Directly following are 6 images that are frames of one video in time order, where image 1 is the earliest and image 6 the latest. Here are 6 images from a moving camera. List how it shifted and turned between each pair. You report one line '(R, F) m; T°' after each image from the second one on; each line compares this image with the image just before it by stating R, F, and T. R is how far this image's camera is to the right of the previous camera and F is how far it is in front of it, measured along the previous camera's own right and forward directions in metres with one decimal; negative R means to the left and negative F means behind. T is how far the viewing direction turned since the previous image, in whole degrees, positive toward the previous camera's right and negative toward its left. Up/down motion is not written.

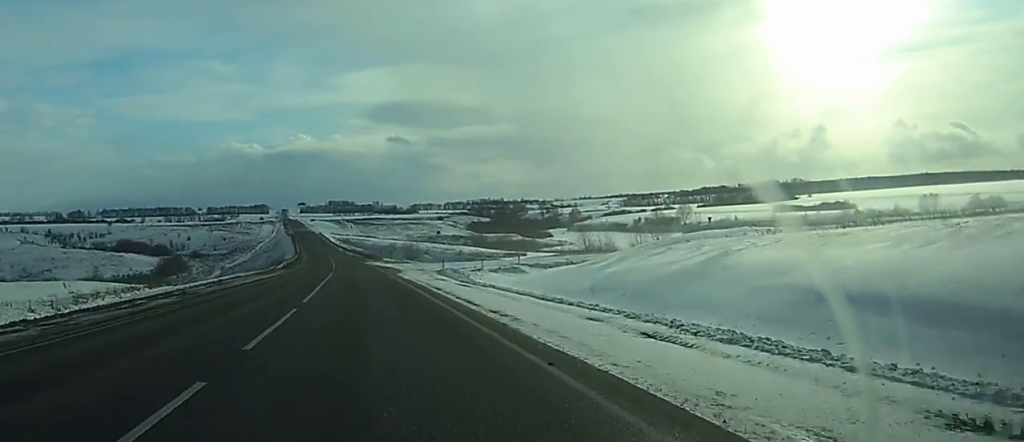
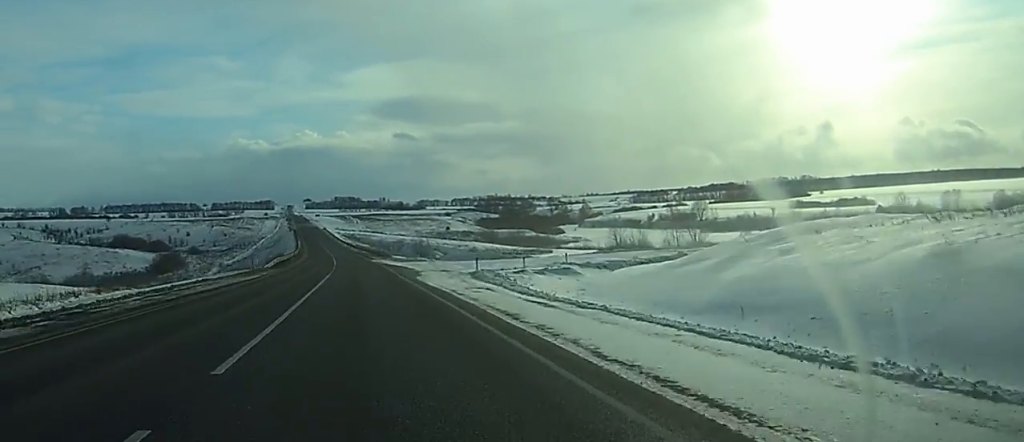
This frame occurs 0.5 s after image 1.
(-0.1, +14.3) m; 0°
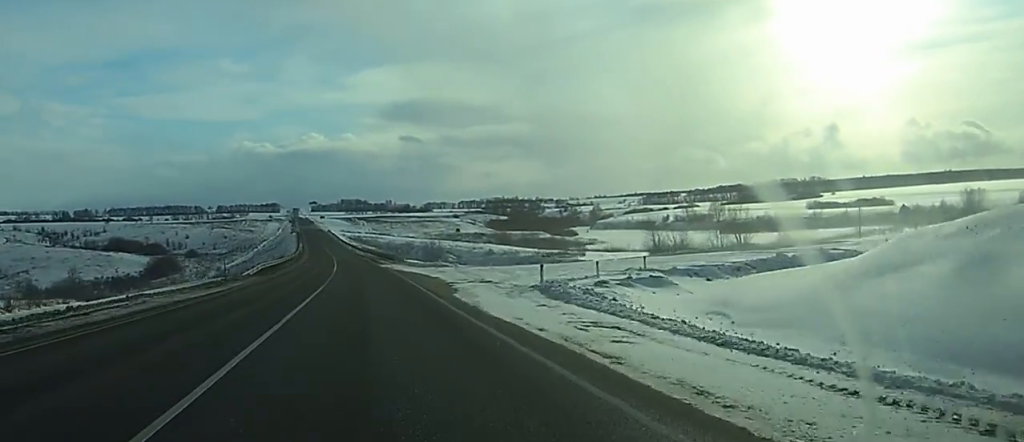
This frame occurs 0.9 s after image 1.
(-0.1, +14.3) m; 0°
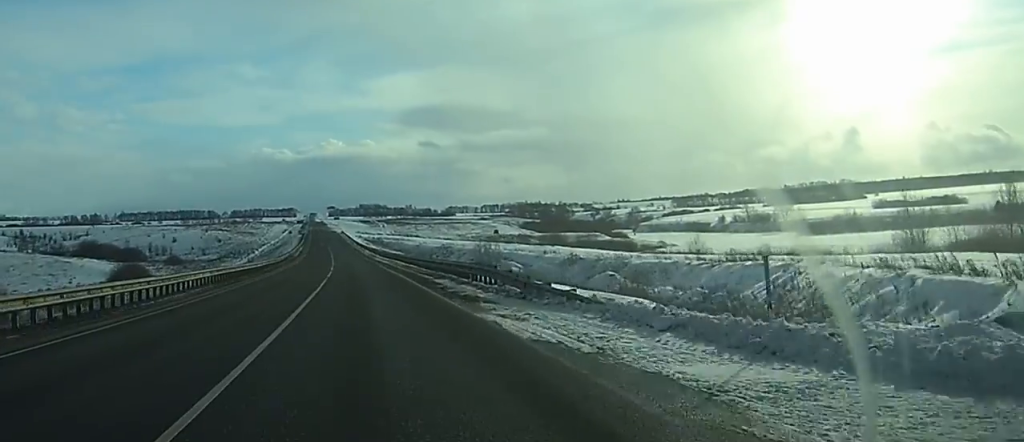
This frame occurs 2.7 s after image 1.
(-0.5, +53.8) m; -1°
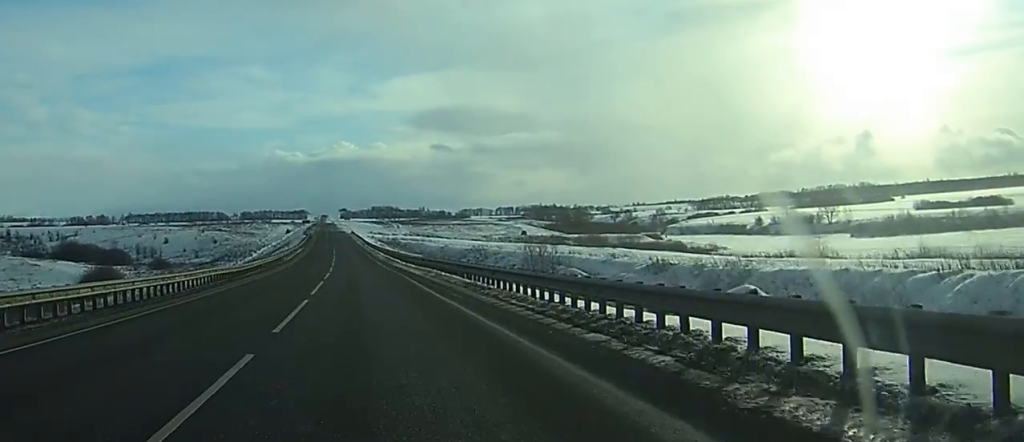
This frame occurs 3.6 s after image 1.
(0.0, +29.4) m; 0°
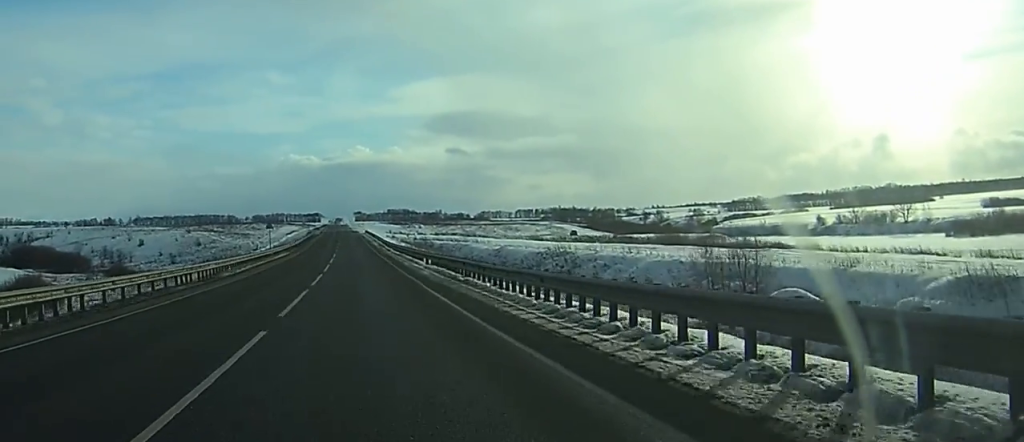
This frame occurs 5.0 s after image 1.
(0.0, +45.4) m; 0°
